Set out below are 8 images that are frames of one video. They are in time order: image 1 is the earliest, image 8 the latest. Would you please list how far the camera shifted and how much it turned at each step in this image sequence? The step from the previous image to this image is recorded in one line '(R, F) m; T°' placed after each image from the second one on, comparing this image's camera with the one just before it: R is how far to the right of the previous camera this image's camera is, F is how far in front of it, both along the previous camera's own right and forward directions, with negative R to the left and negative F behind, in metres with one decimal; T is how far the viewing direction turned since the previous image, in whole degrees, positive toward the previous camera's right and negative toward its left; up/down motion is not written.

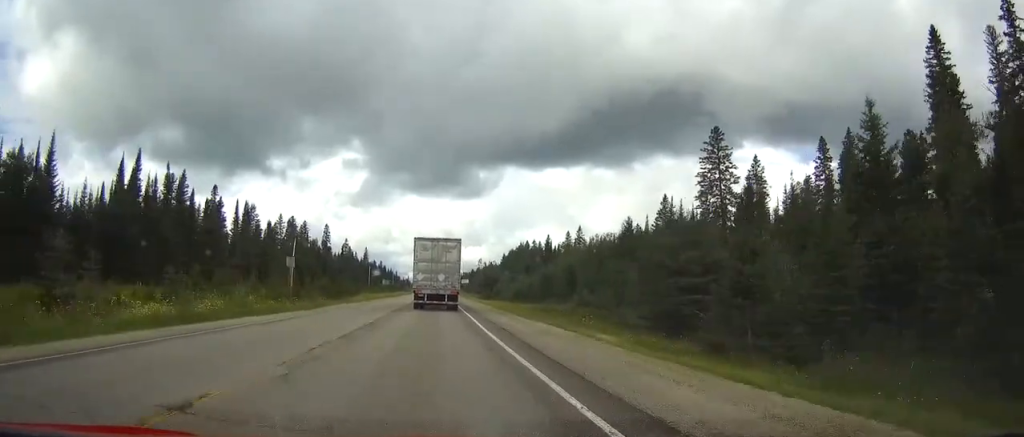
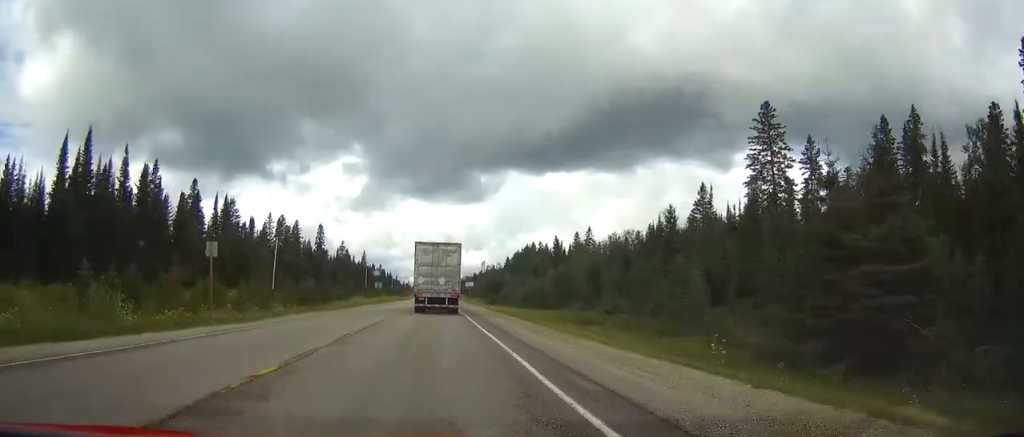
(0.0, +15.5) m; 0°
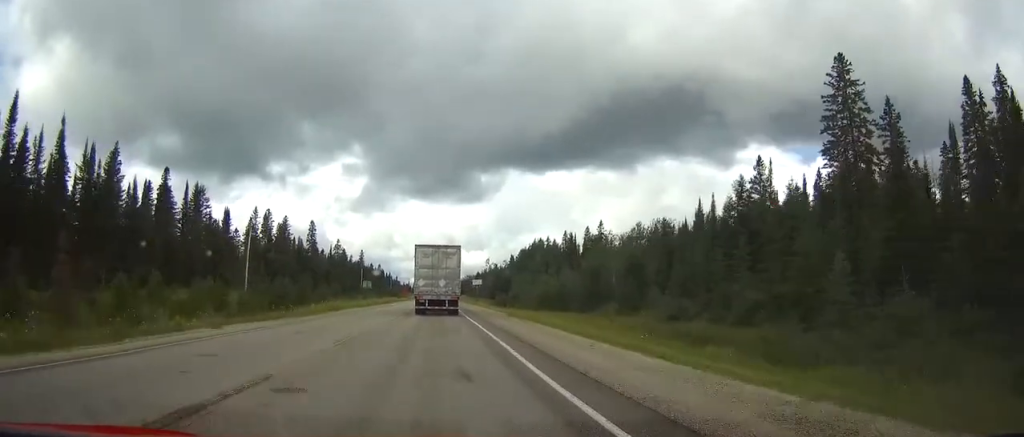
(0.0, +17.2) m; 0°
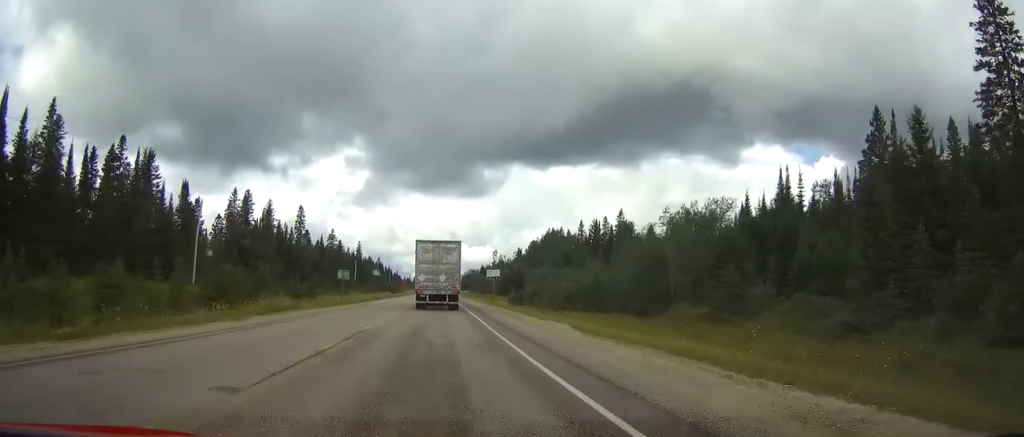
(-0.1, +22.7) m; 0°
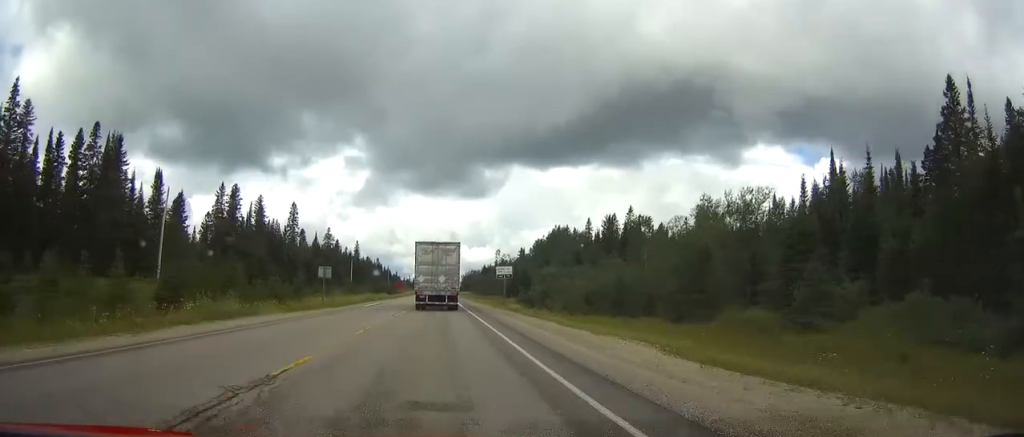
(0.0, +10.6) m; 0°
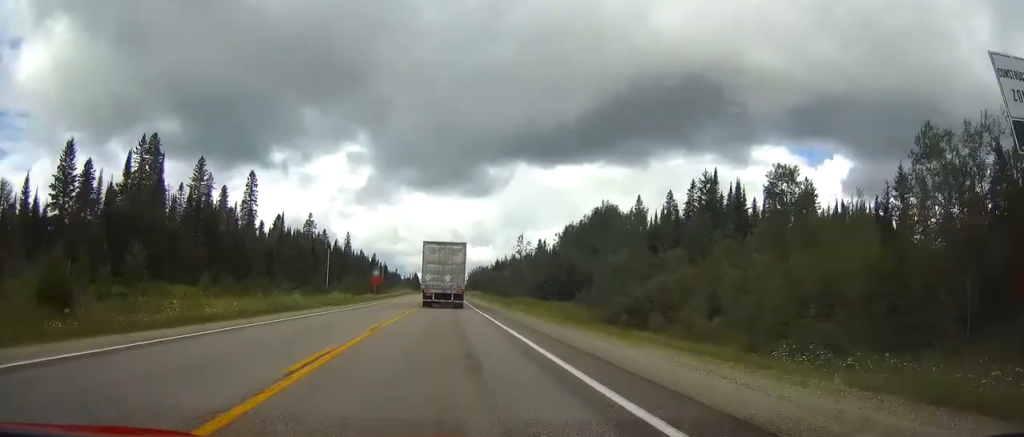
(-0.1, +48.5) m; 0°
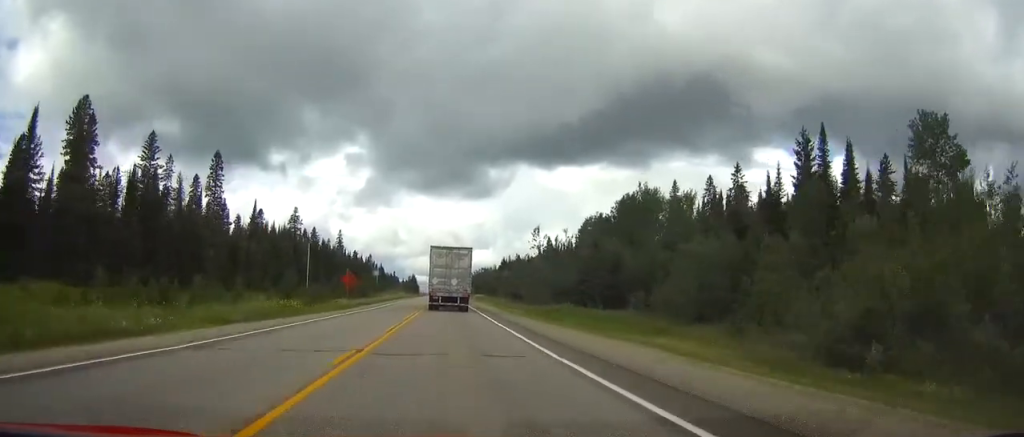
(-0.1, +24.8) m; 0°
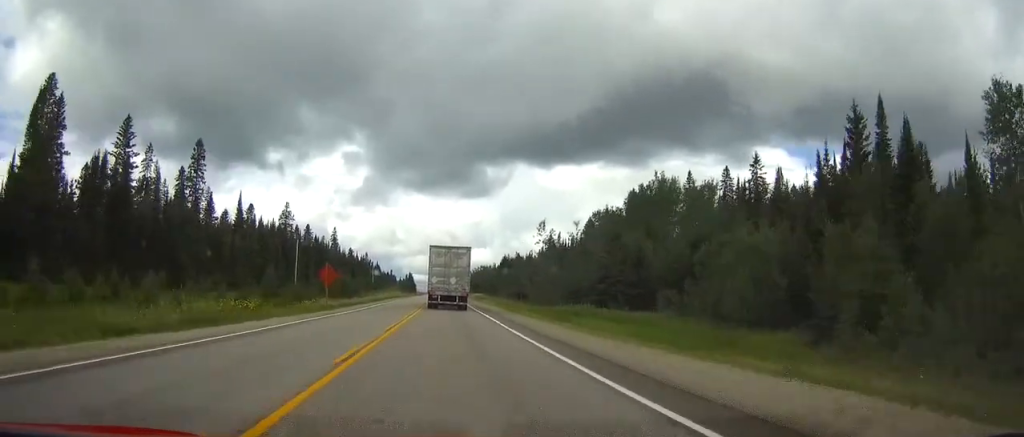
(+0.1, +9.4) m; 0°
